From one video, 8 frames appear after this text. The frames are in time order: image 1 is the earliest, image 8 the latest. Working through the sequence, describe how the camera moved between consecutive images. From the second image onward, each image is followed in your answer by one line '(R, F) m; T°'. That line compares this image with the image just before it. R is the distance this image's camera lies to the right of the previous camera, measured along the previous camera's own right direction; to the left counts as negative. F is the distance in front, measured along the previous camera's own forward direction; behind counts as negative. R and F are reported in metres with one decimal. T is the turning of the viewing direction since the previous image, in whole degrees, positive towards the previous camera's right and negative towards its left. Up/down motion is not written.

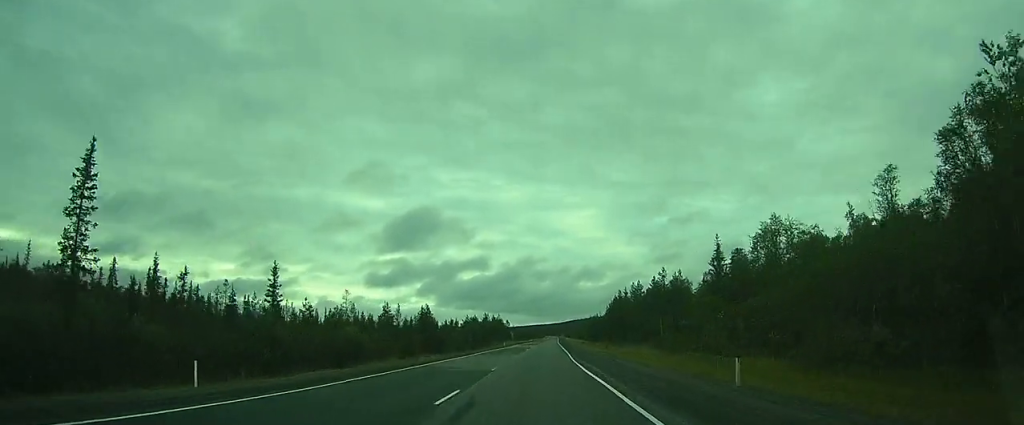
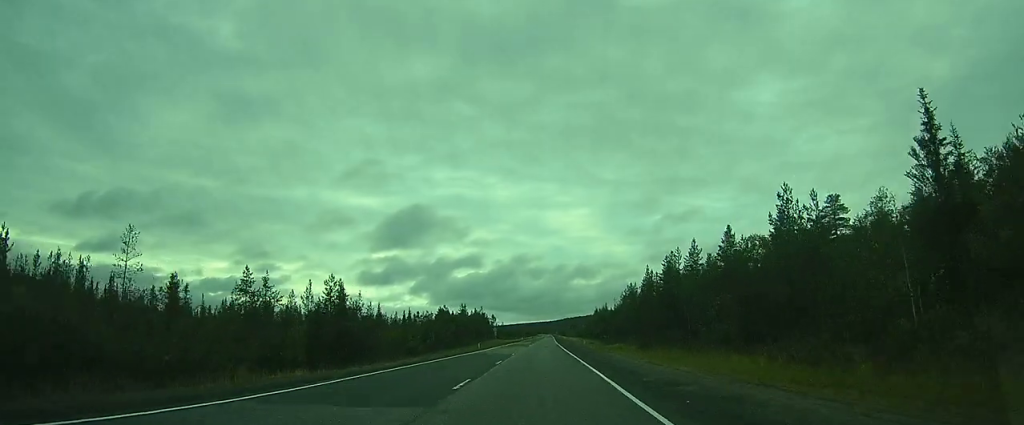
(+0.2, +33.5) m; +1°
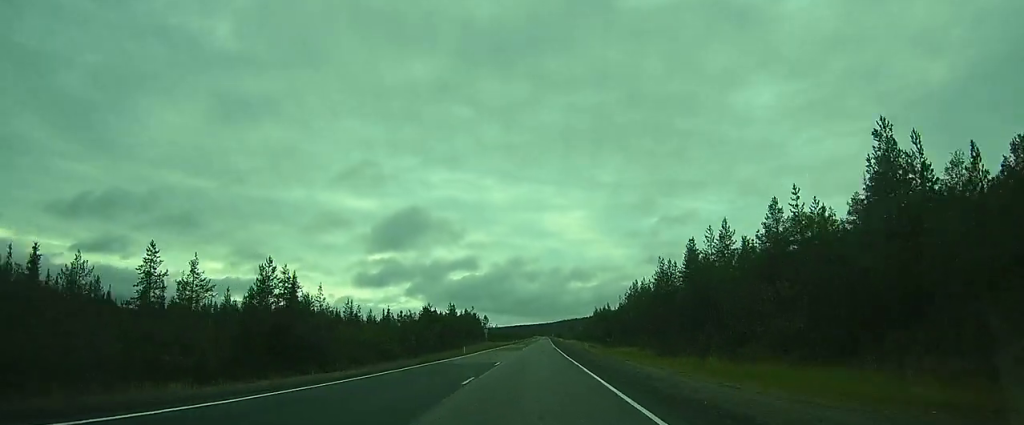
(0.0, +9.9) m; 0°
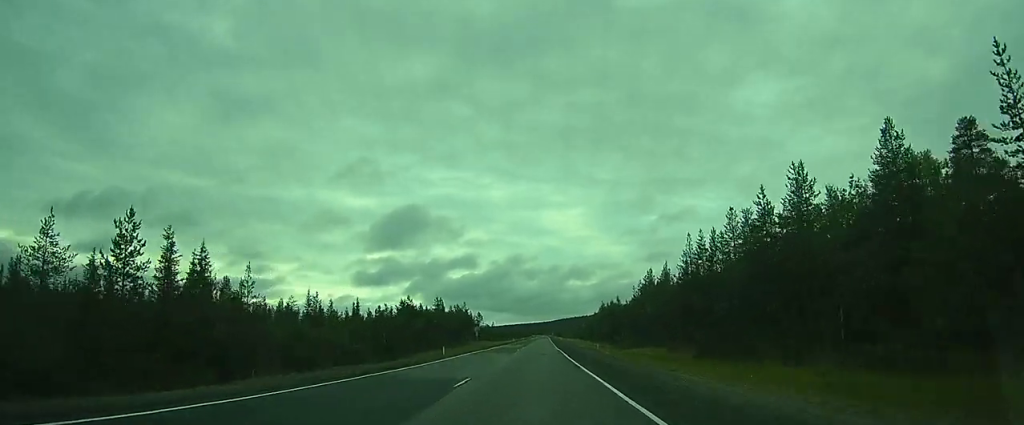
(0.0, +13.0) m; +1°
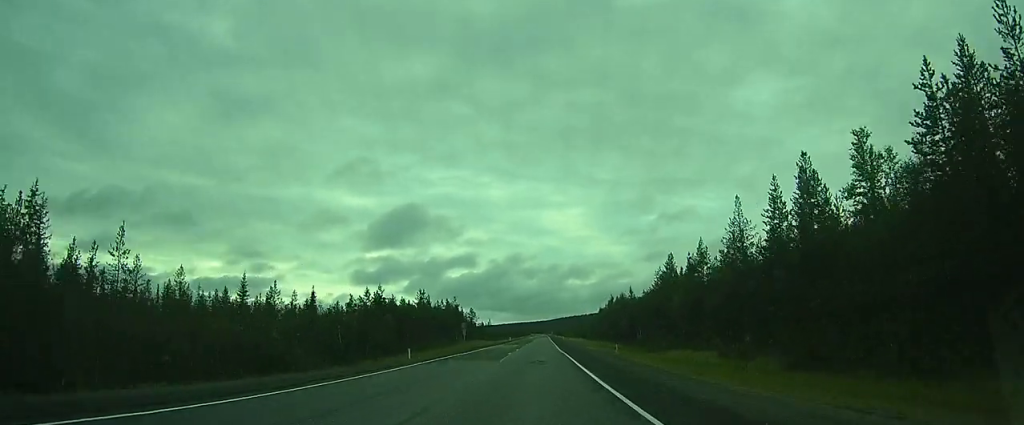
(+0.1, +13.1) m; +1°
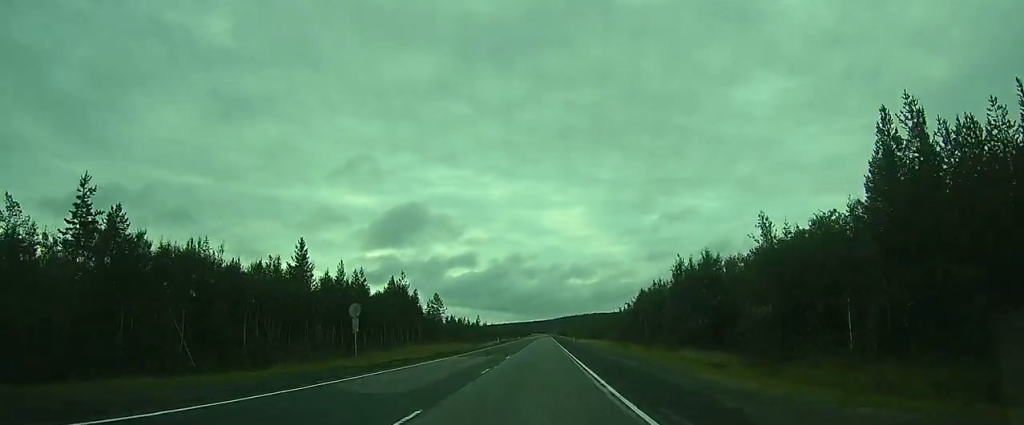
(+0.6, +43.4) m; +1°
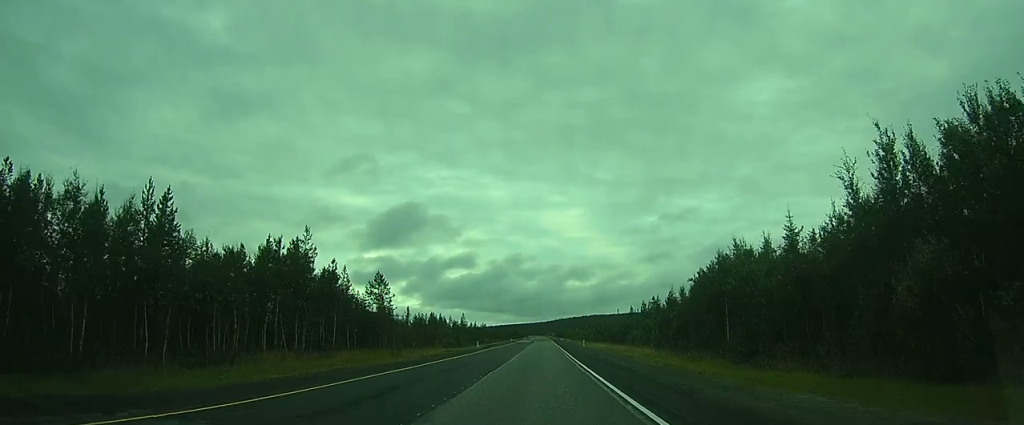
(+0.1, +28.8) m; 0°
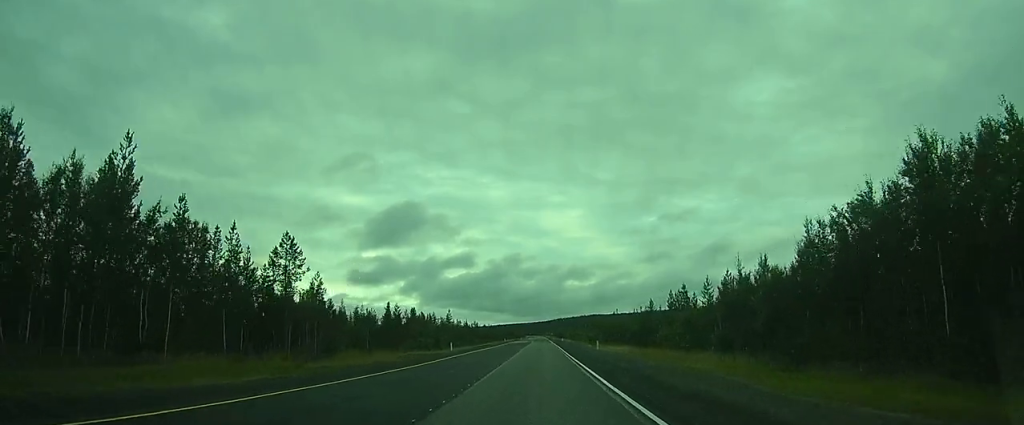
(+0.1, +20.2) m; 0°
